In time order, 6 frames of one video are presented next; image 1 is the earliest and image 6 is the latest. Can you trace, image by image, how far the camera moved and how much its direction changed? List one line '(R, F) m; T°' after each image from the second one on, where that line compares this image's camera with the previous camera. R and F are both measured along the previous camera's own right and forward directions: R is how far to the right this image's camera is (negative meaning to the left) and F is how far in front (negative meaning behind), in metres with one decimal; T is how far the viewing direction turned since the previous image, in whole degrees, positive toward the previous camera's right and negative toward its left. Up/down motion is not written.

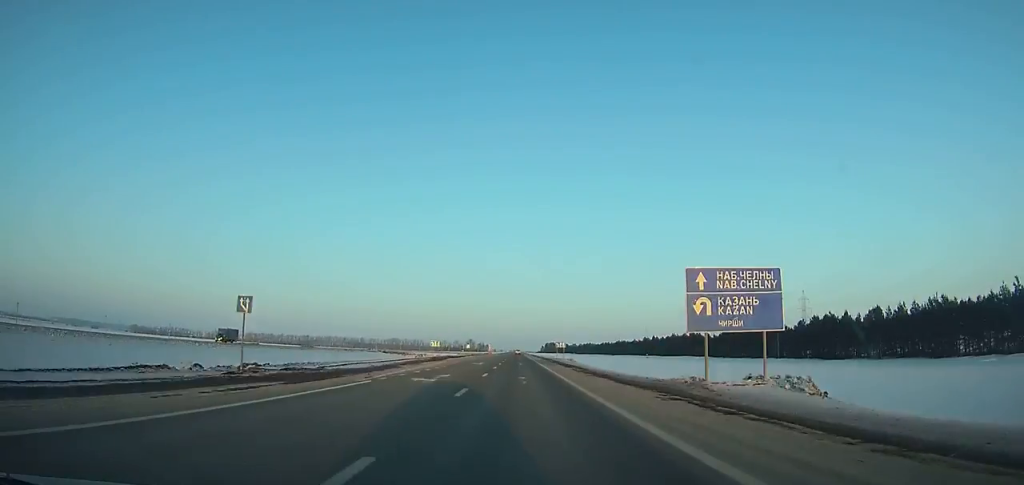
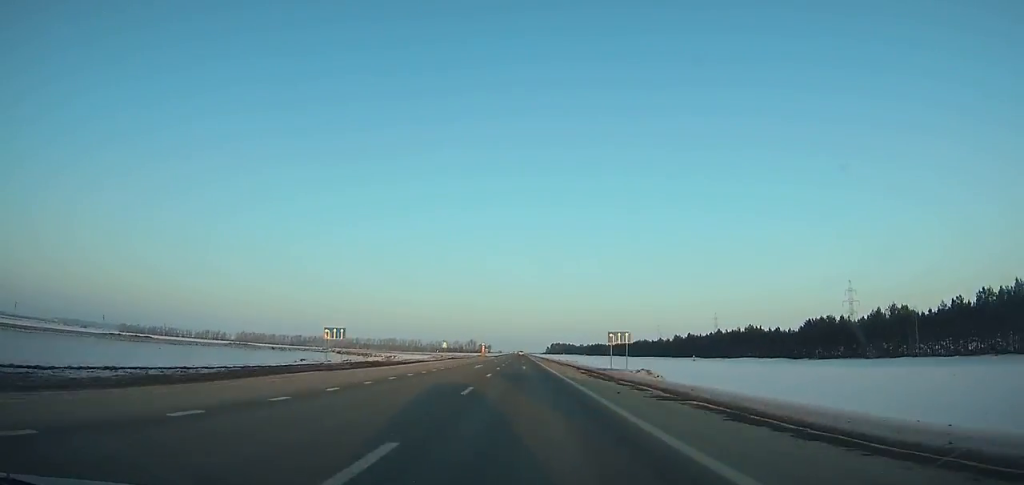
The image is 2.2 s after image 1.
(-0.1, +57.9) m; 0°
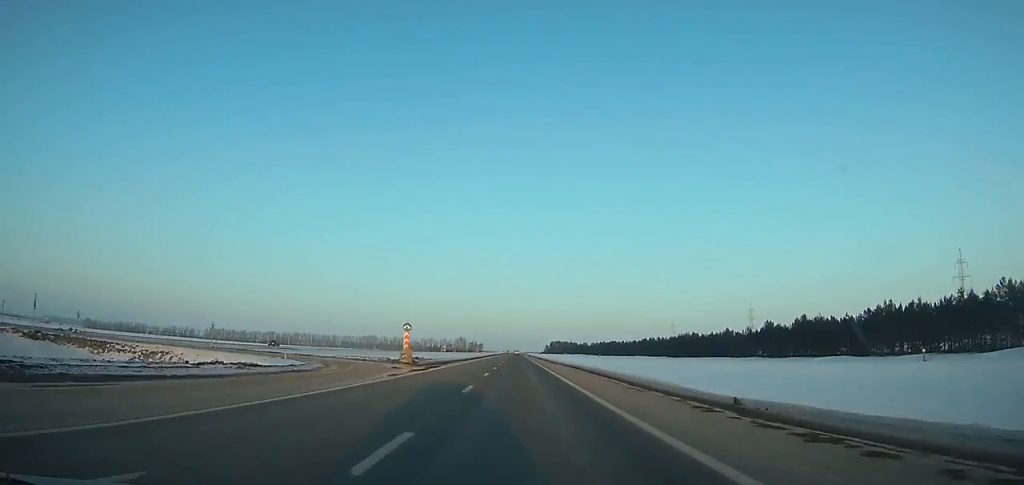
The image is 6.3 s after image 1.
(+0.1, +107.5) m; 0°
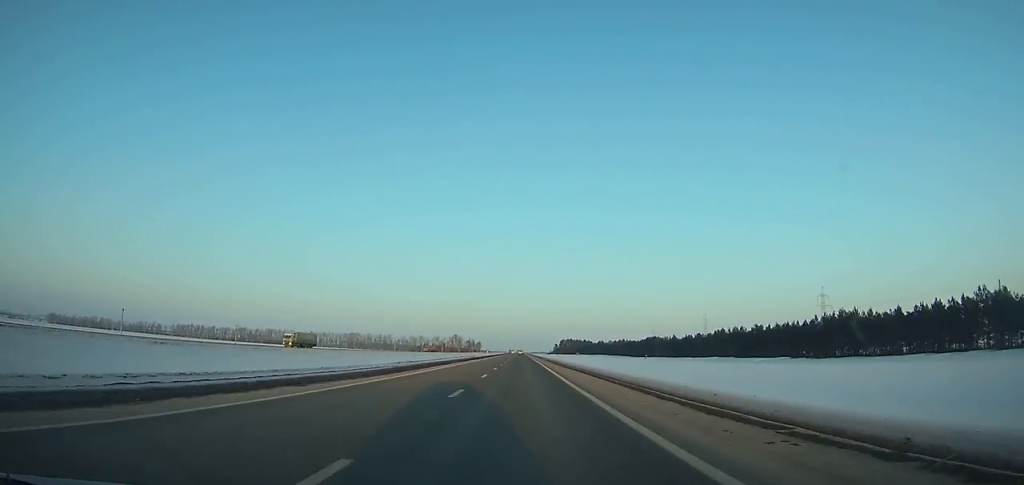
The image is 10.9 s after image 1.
(0.0, +120.6) m; 0°
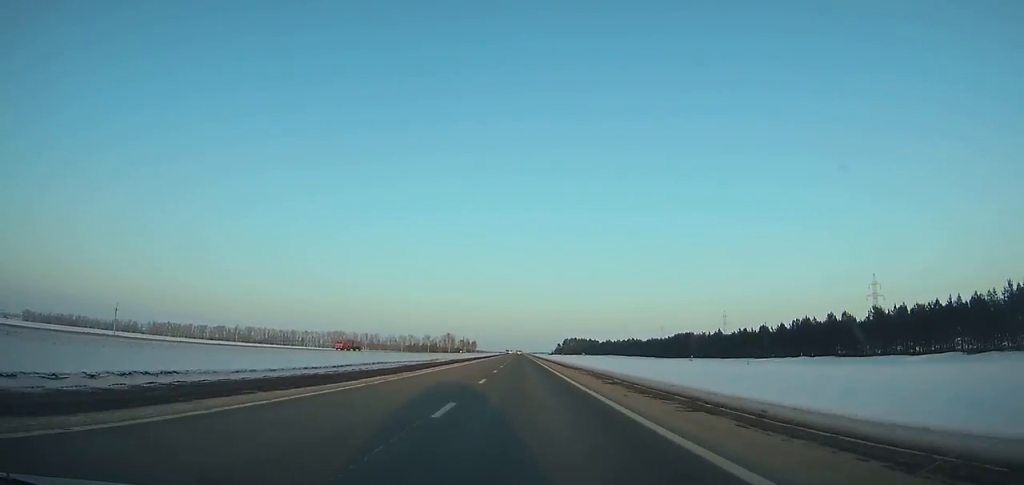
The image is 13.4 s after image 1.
(0.0, +65.9) m; 0°
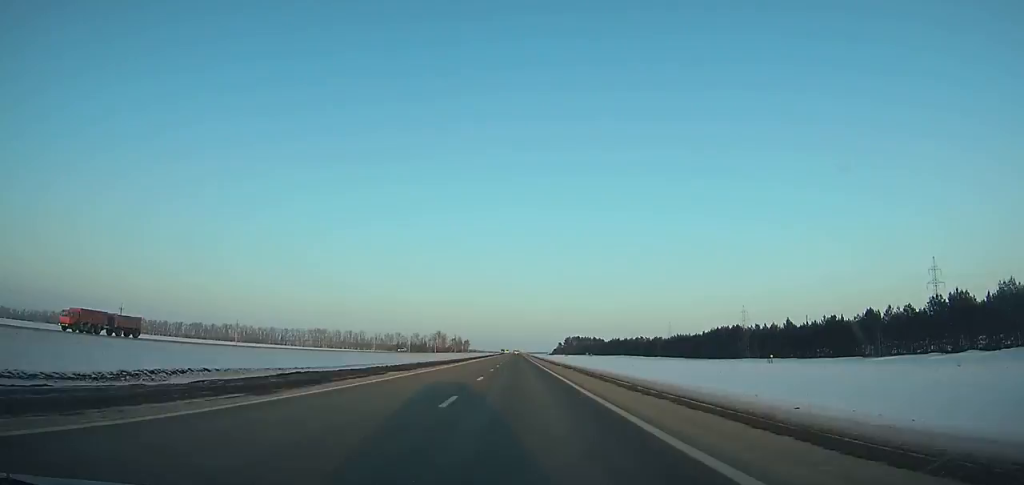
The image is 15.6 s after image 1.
(+0.1, +58.4) m; 0°
